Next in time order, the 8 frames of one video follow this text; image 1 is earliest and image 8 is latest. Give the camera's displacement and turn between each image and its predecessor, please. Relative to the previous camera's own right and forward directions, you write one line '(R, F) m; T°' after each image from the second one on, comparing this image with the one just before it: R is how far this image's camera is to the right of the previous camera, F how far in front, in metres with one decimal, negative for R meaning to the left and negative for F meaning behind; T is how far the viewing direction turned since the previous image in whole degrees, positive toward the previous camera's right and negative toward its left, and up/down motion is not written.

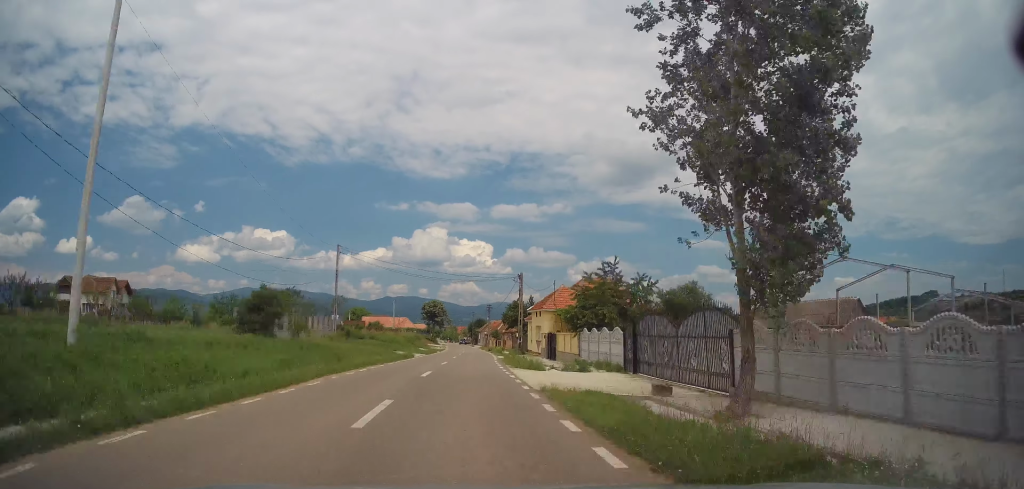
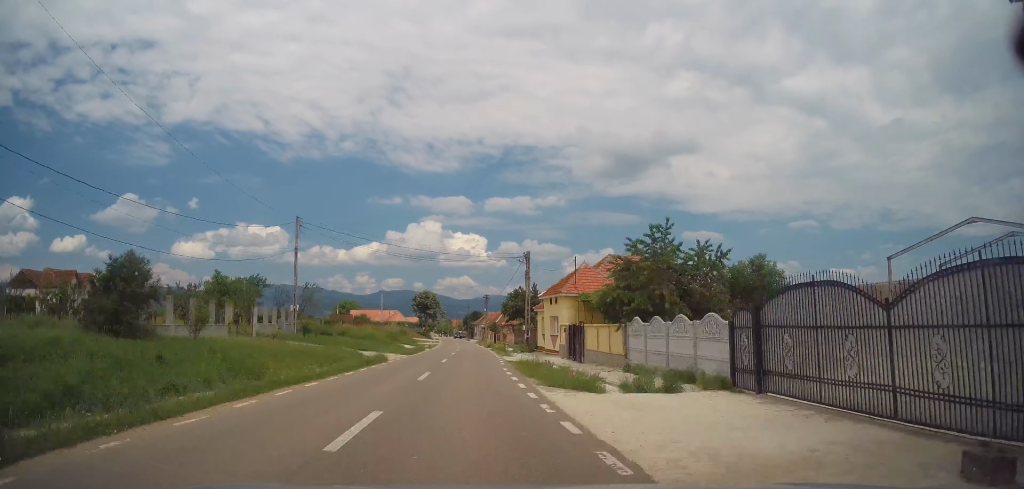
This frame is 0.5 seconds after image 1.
(0.0, +10.2) m; 0°
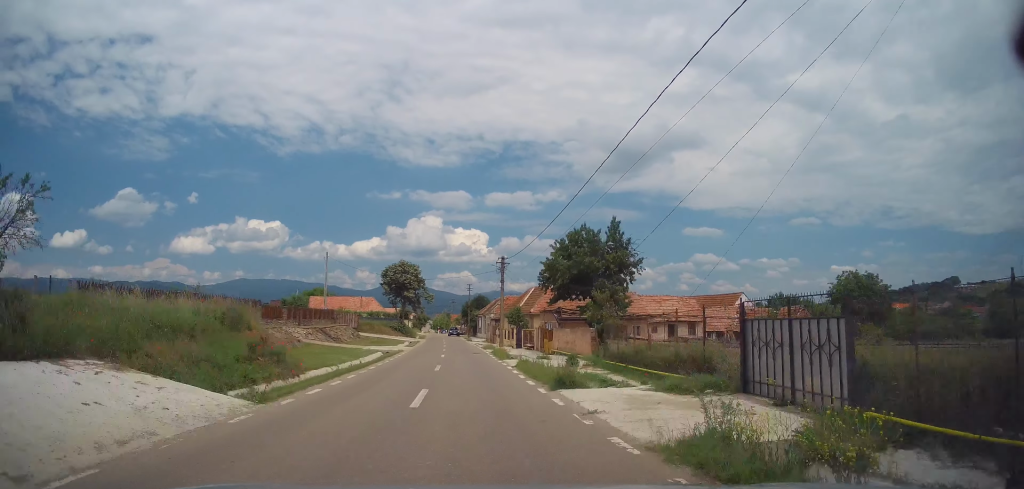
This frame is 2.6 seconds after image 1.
(+0.1, +41.3) m; 0°
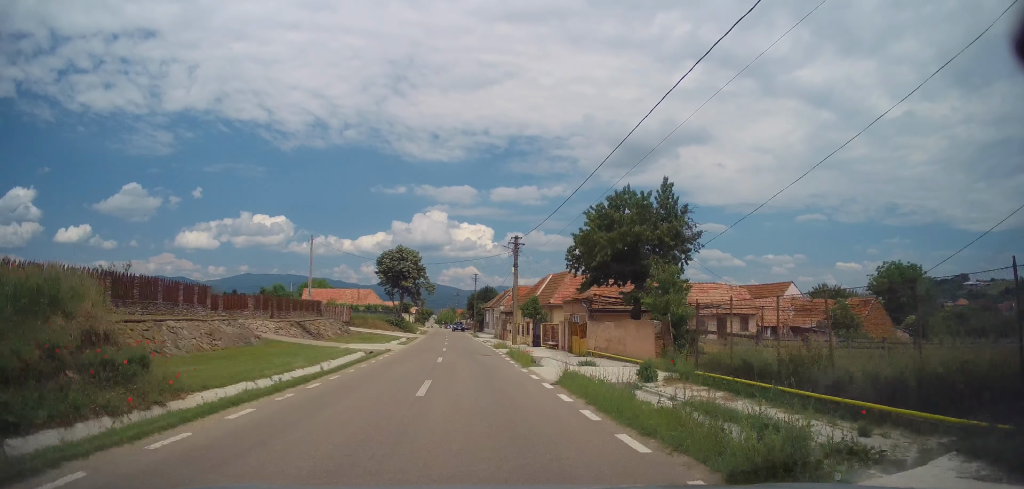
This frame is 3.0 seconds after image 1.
(+0.1, +7.8) m; 0°
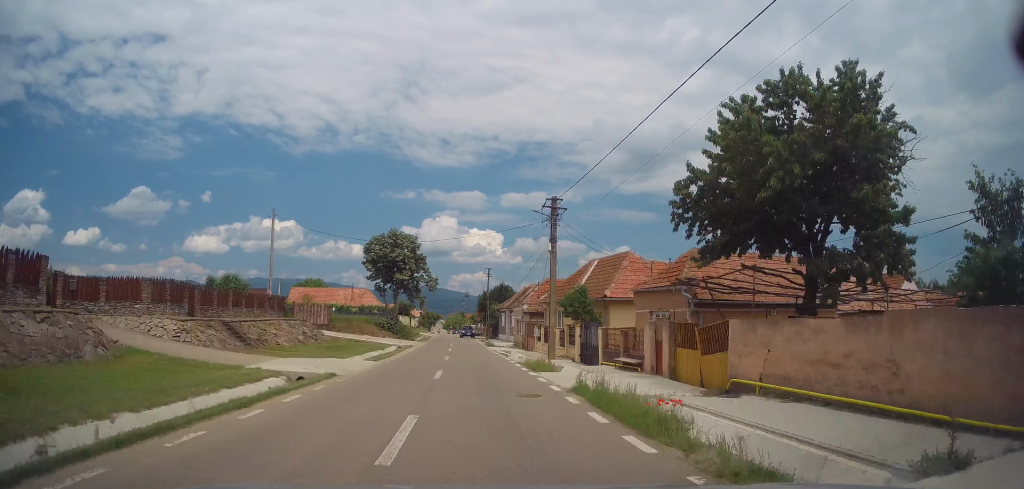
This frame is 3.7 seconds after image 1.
(-0.2, +14.0) m; -1°
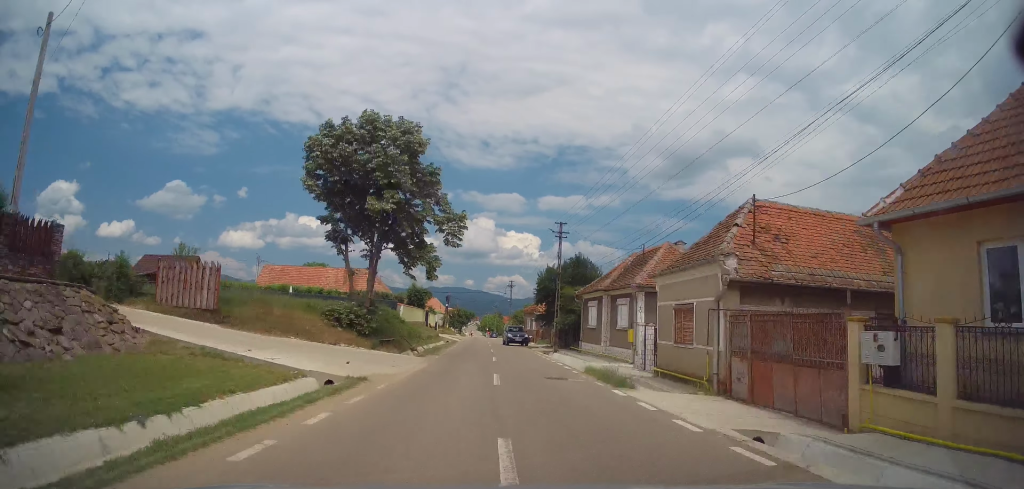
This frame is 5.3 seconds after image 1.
(-0.3, +29.4) m; -2°
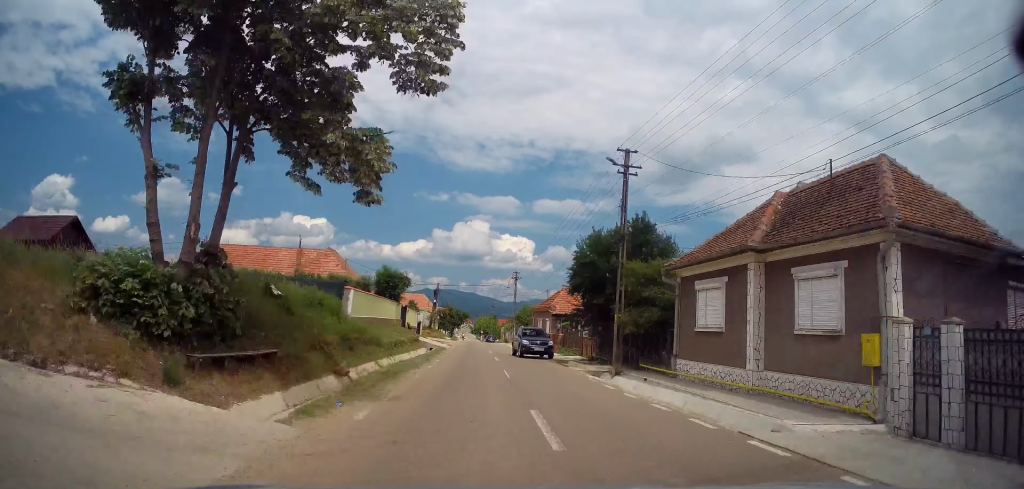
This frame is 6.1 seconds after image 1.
(-0.3, +15.1) m; -1°
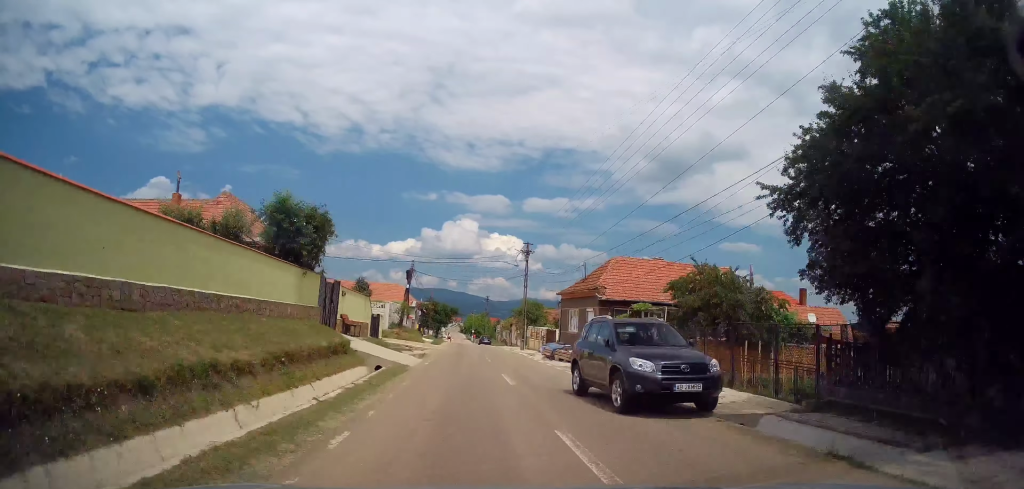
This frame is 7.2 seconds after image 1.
(0.0, +19.8) m; 0°
